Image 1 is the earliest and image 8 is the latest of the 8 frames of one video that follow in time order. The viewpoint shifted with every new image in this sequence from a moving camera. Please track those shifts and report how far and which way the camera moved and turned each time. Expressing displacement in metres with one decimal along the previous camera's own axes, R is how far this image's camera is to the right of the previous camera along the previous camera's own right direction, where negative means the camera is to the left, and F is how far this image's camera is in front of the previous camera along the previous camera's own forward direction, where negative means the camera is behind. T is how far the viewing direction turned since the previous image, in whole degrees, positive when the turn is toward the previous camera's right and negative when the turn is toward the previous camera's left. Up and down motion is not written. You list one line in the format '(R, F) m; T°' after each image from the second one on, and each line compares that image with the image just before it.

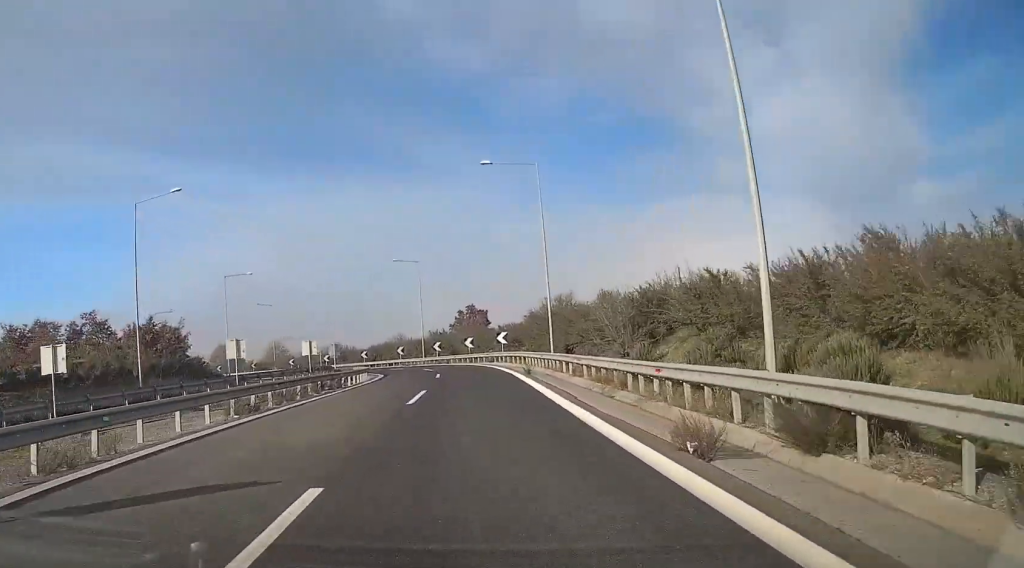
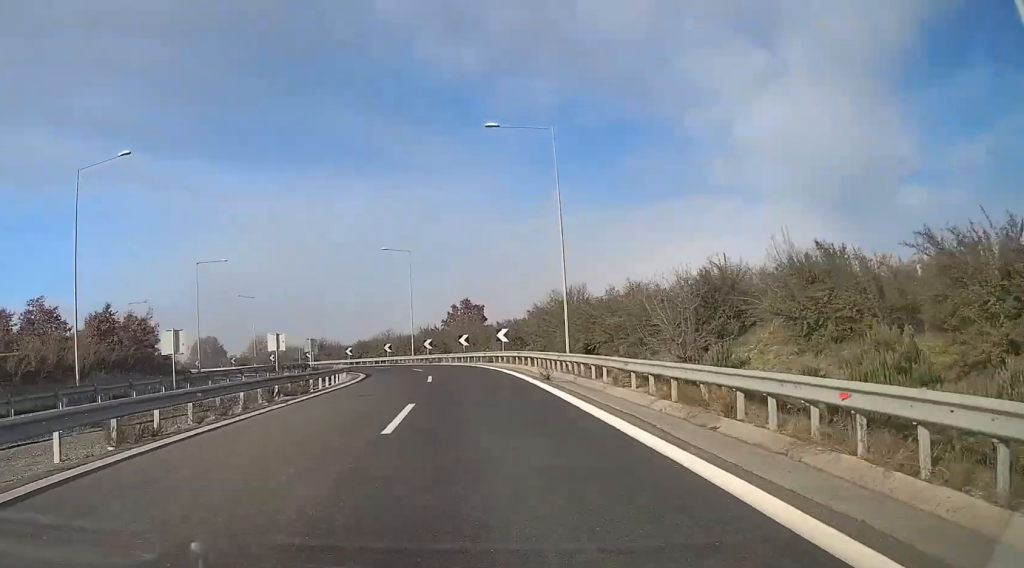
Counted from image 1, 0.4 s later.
(0.0, +7.4) m; +2°
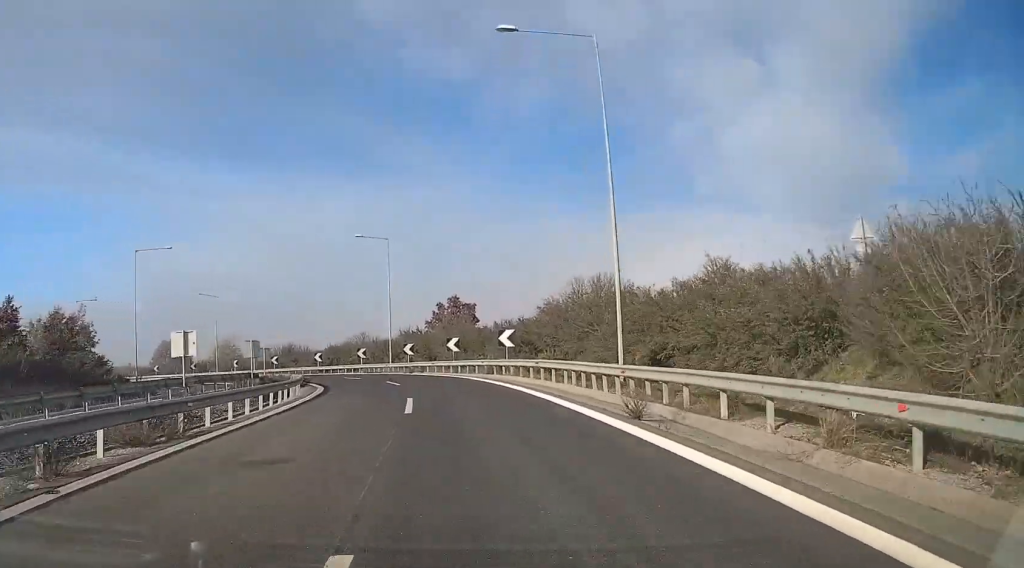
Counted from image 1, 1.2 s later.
(+0.3, +12.6) m; +2°
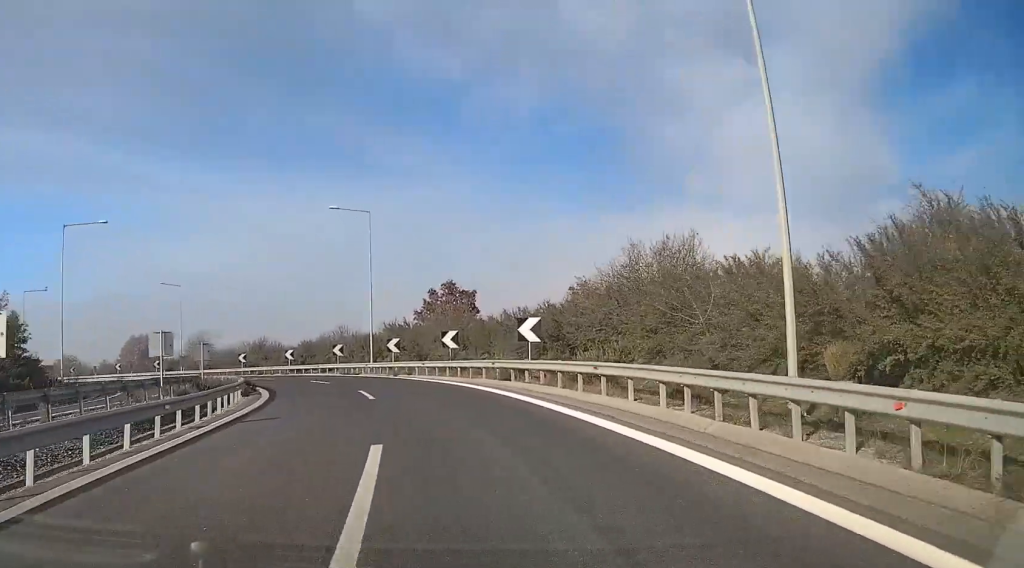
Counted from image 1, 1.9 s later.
(+0.2, +12.0) m; 0°
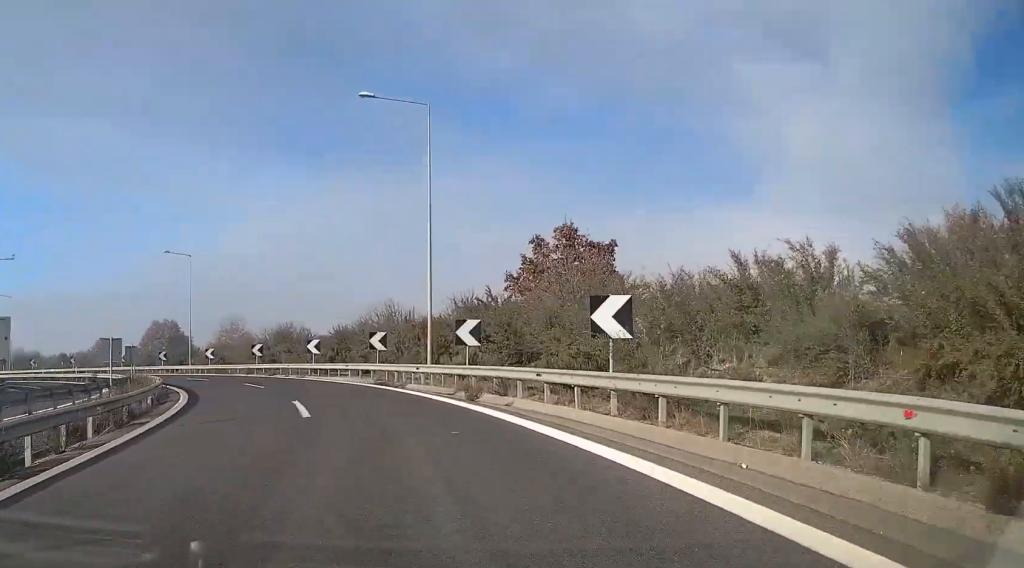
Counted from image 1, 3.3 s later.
(-0.3, +24.1) m; -4°
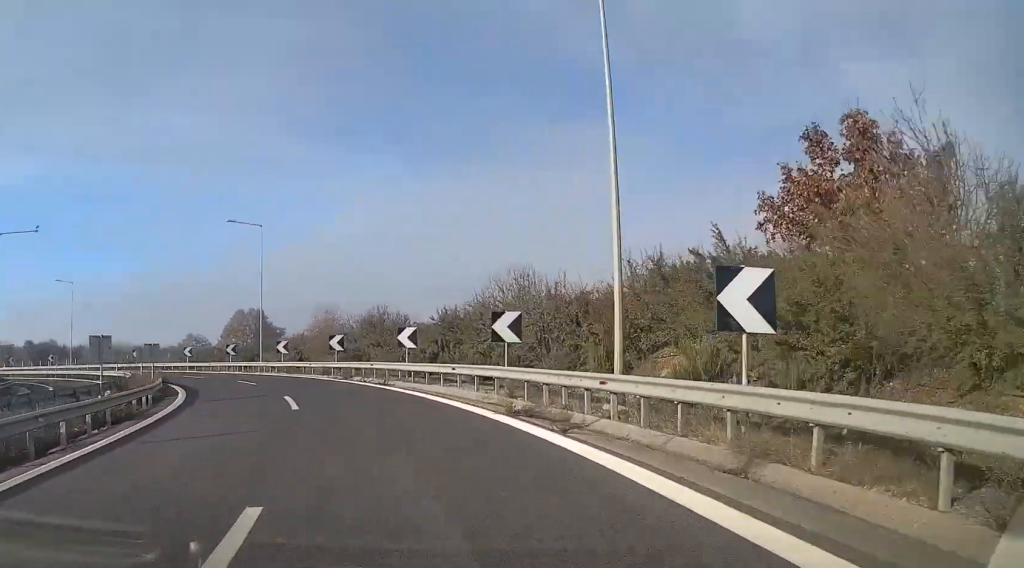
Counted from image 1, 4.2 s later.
(-0.6, +15.9) m; -7°
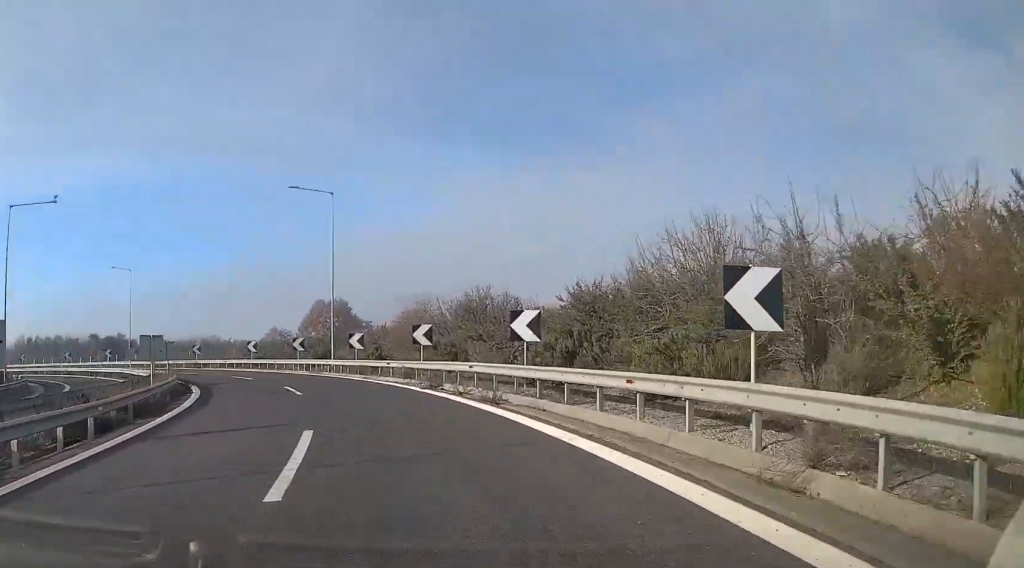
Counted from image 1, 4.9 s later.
(-0.8, +11.7) m; -6°
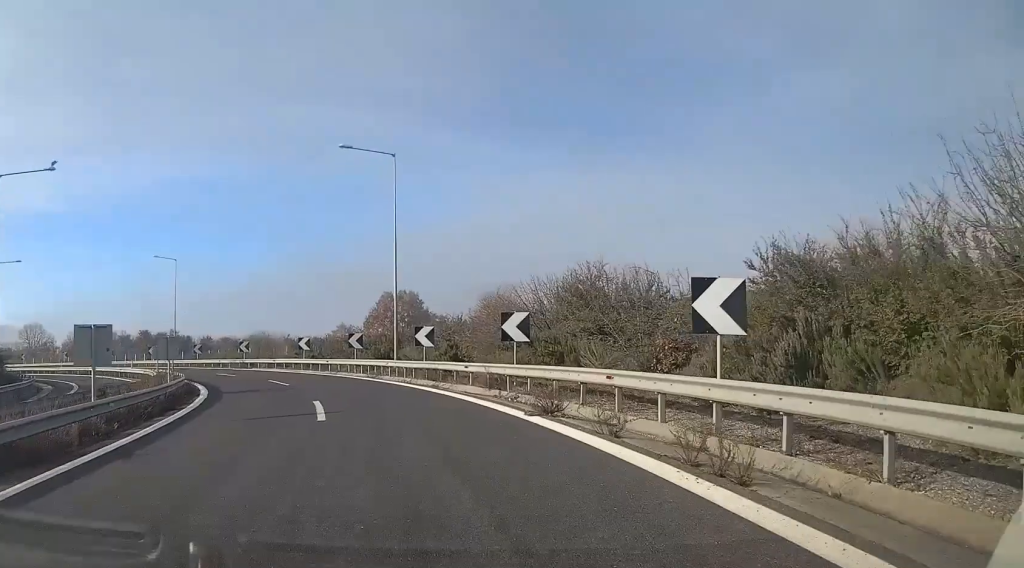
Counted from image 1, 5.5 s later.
(-0.4, +10.1) m; -6°
